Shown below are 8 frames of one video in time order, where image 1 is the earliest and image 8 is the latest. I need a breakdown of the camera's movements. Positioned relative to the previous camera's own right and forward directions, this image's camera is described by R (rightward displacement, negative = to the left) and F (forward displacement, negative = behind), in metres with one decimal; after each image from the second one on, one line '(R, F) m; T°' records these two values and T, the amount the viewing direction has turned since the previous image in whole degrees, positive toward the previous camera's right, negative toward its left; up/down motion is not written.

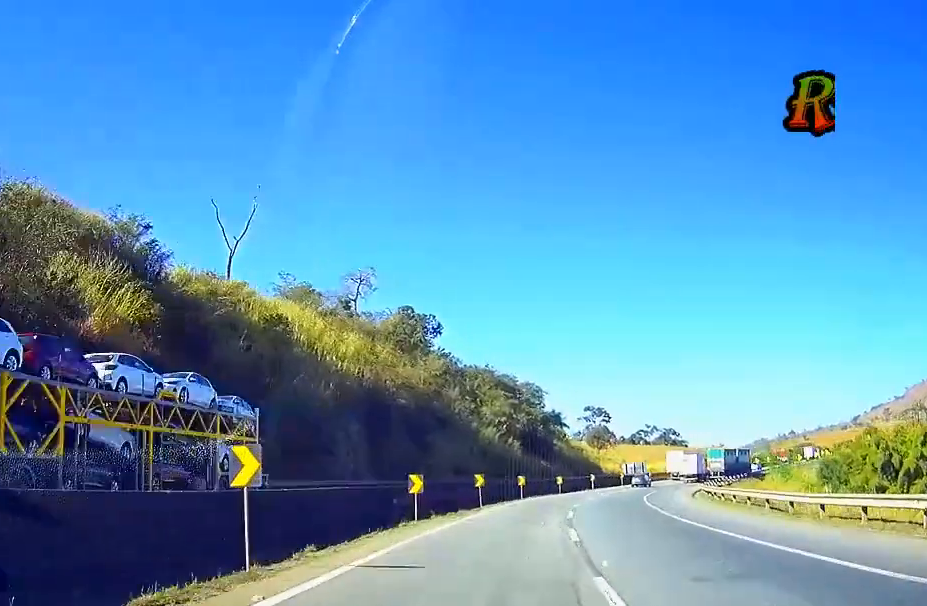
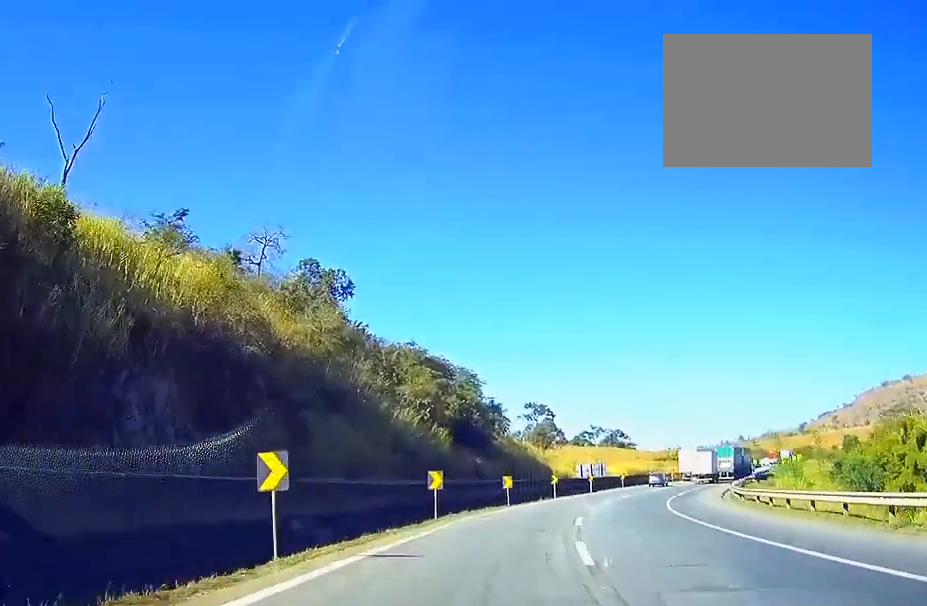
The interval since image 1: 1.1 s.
(+1.6, +29.8) m; +4°
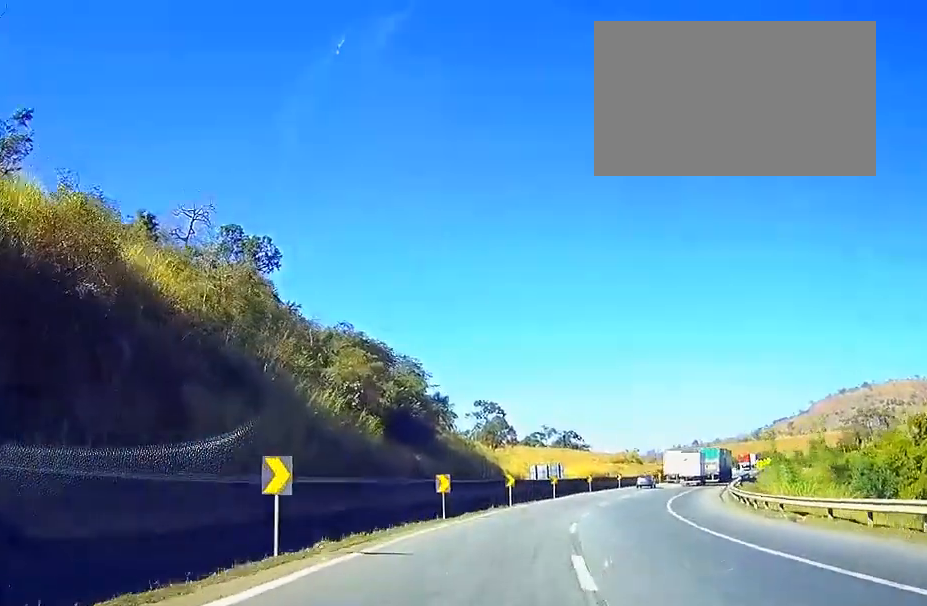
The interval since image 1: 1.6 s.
(-0.2, +14.8) m; +2°
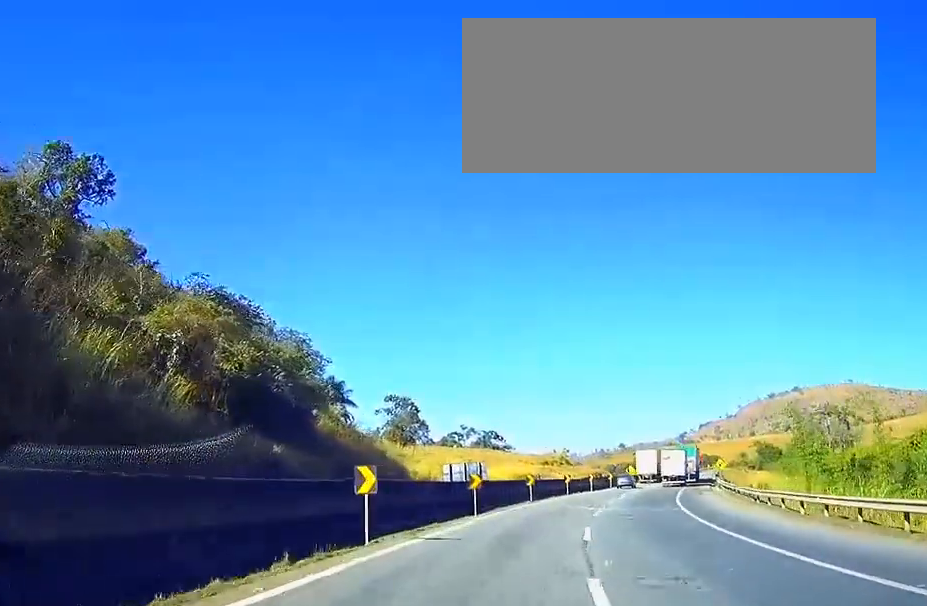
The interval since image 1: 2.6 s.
(+1.3, +26.5) m; +8°
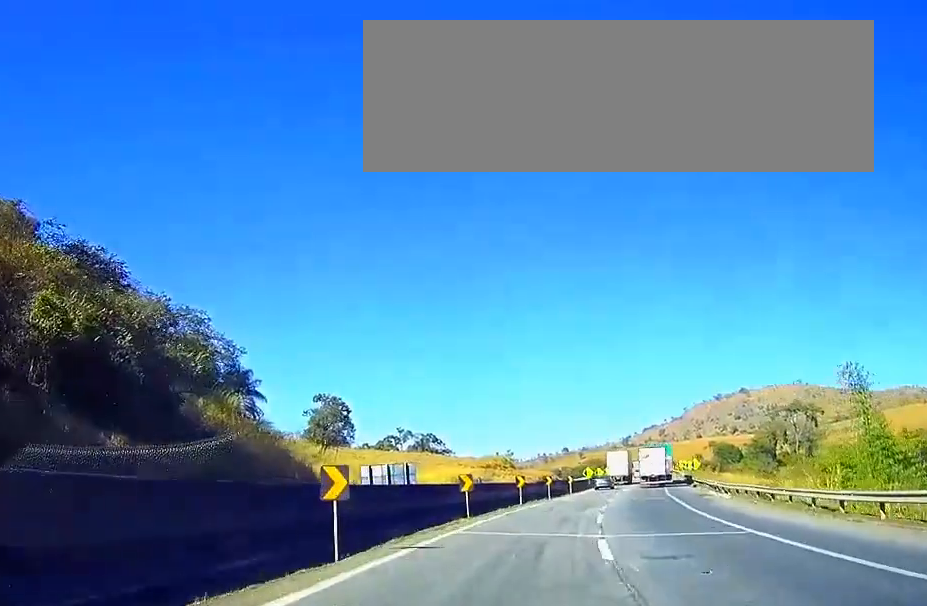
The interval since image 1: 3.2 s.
(+1.1, +18.2) m; +5°
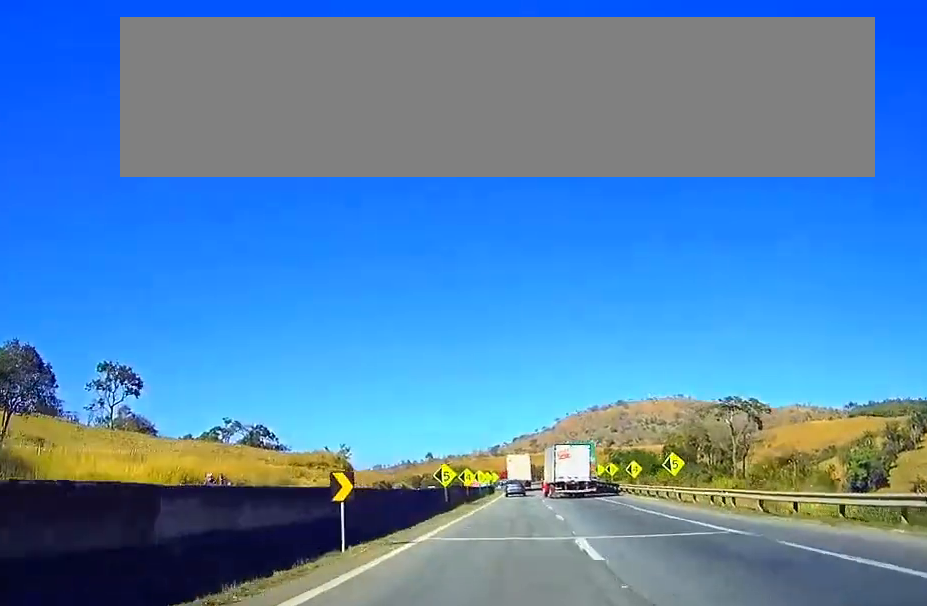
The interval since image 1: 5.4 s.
(+3.8, +57.7) m; +4°
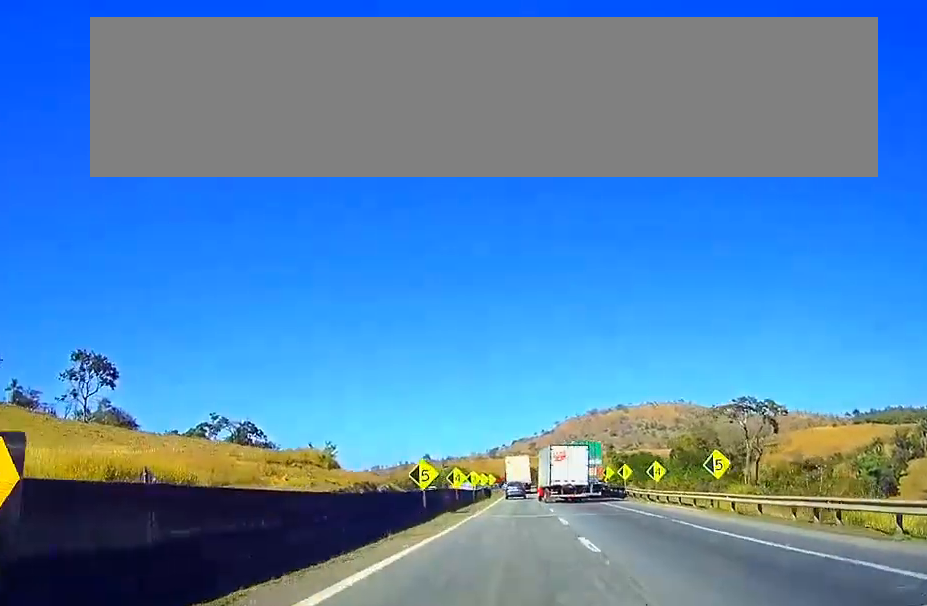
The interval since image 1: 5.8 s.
(0.0, +11.6) m; 0°
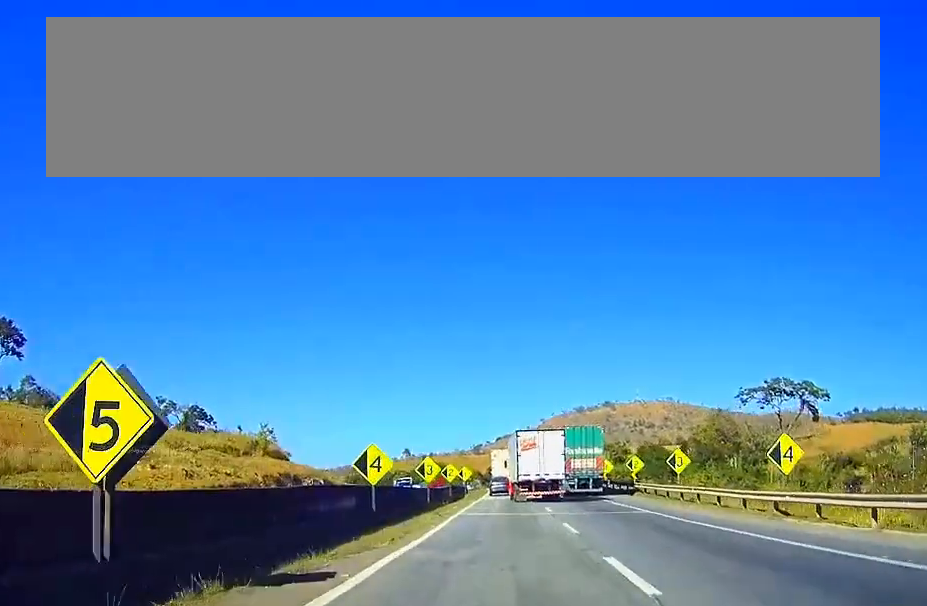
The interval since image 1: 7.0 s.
(0.0, +30.6) m; 0°
